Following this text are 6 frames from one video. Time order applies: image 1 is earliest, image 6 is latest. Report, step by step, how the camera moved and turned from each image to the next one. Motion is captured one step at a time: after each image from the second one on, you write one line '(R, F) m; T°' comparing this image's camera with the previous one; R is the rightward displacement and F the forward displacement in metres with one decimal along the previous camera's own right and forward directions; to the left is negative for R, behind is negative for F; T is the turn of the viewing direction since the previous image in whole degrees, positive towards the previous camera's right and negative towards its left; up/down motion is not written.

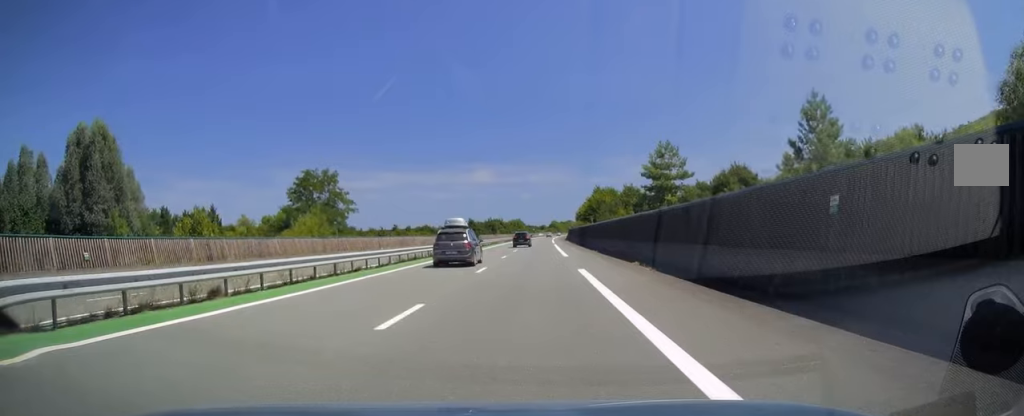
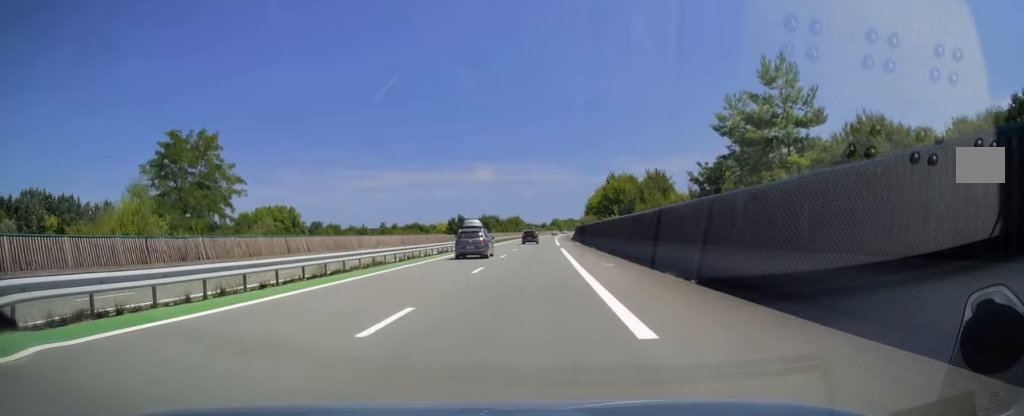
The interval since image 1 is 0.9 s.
(-0.3, +27.0) m; 0°
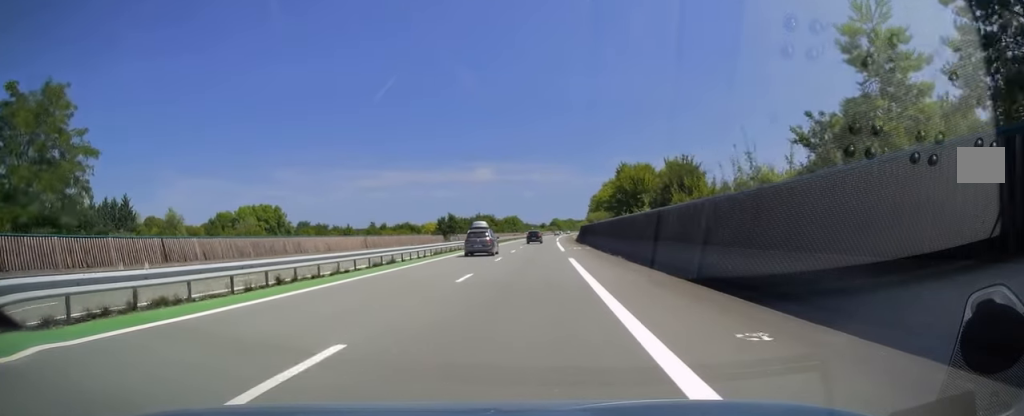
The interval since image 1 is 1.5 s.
(+0.1, +16.7) m; 0°
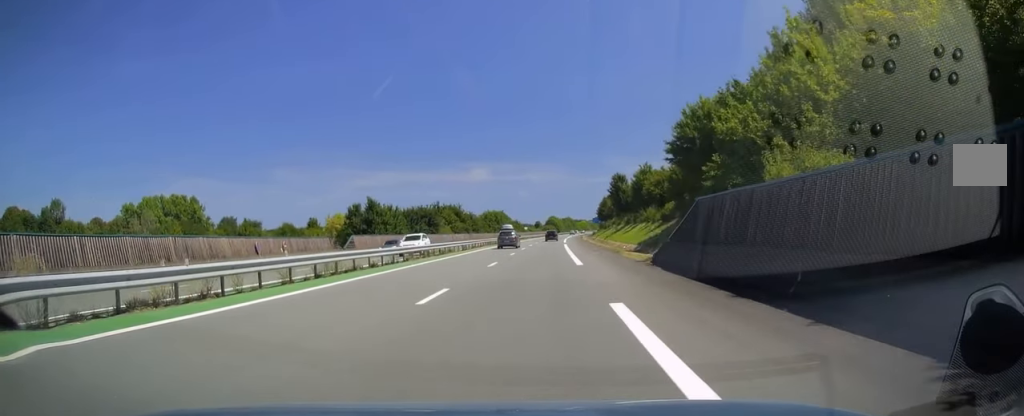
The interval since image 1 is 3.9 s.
(+0.7, +70.4) m; +1°
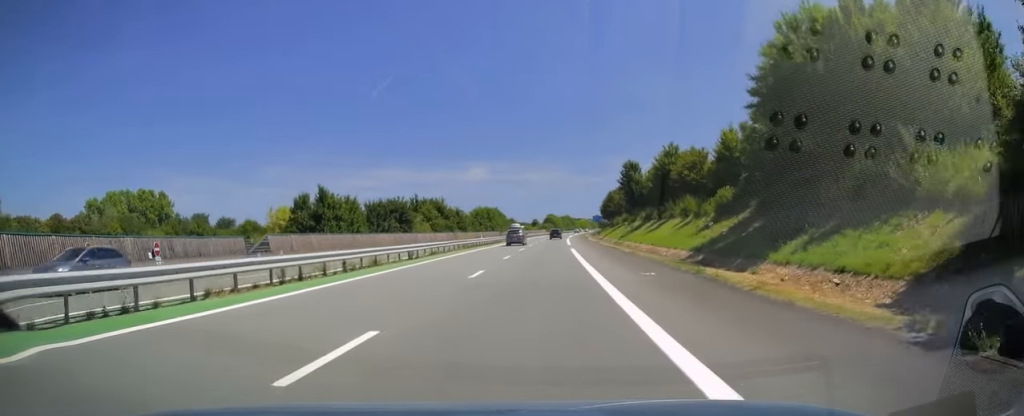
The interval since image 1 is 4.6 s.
(-0.1, +19.6) m; 0°
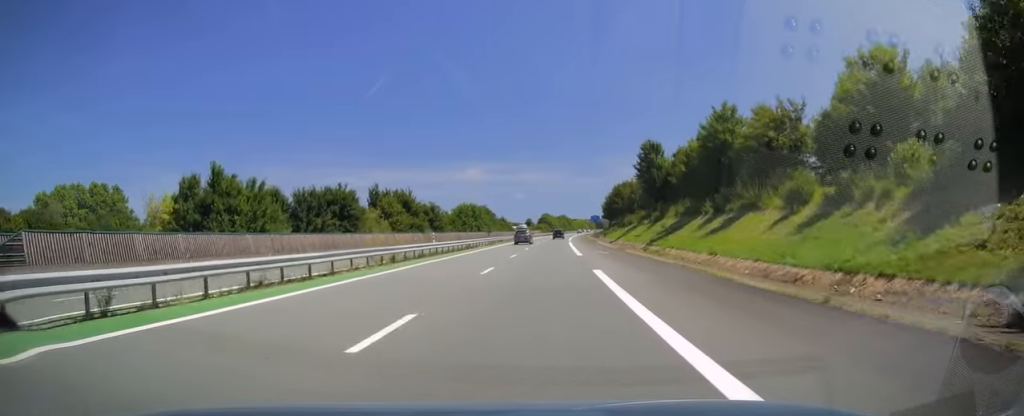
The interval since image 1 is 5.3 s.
(0.0, +23.5) m; 0°
